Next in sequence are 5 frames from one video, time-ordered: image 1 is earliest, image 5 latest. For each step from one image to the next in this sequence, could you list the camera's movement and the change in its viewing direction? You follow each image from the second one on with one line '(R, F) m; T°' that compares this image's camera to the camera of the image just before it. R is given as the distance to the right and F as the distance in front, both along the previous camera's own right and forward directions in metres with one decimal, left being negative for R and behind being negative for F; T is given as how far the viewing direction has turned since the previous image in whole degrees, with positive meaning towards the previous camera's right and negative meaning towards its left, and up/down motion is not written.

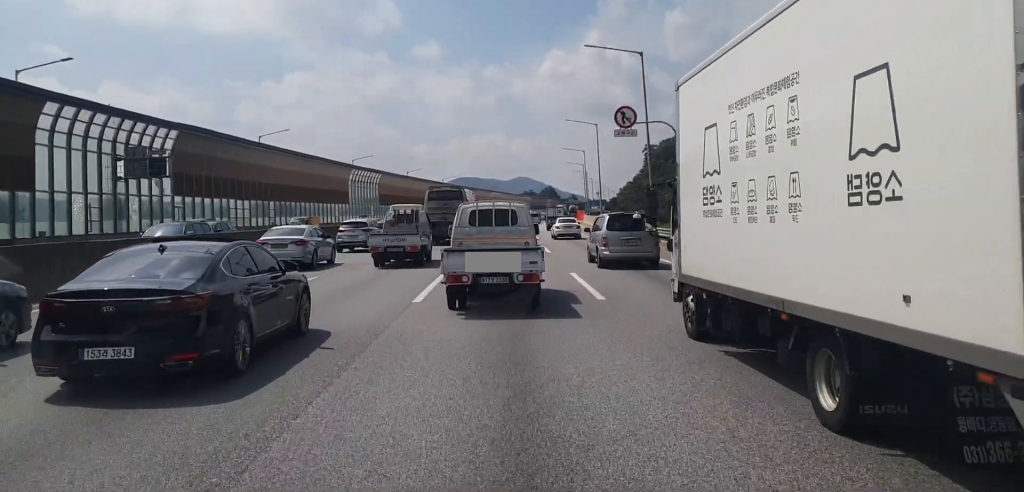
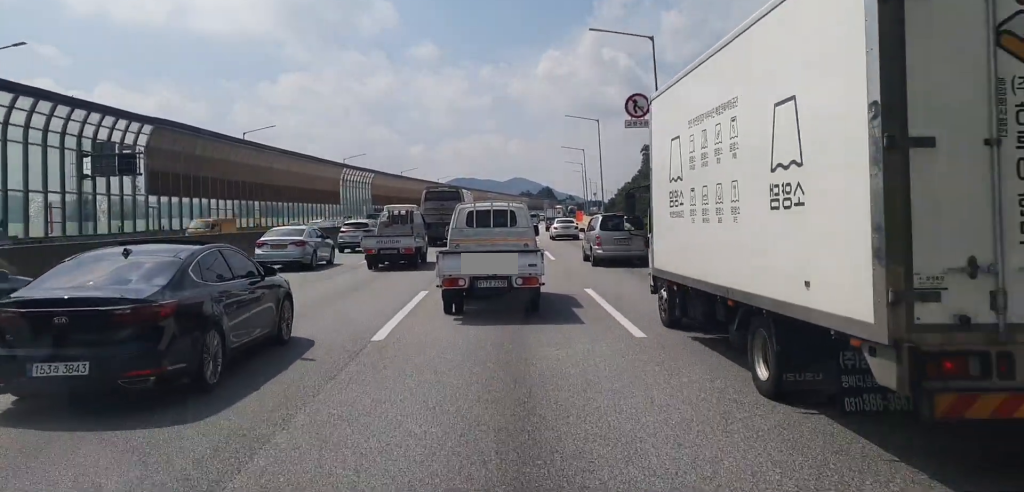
(0.0, +4.6) m; -1°
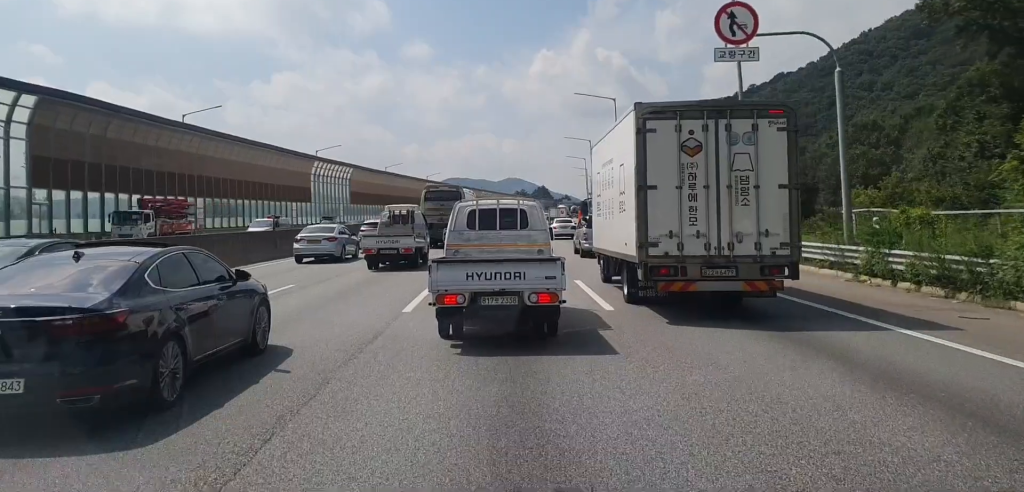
(-1.1, +15.6) m; +1°
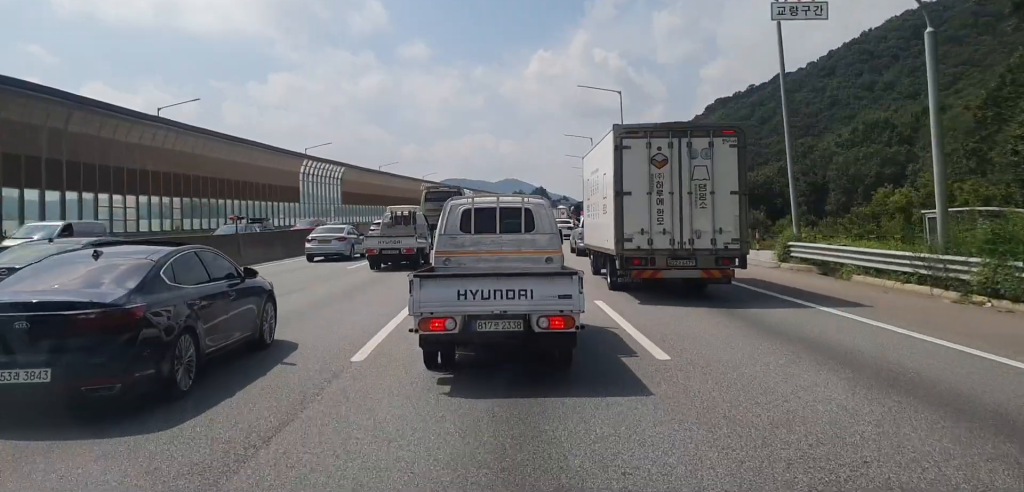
(+0.4, +4.6) m; +3°
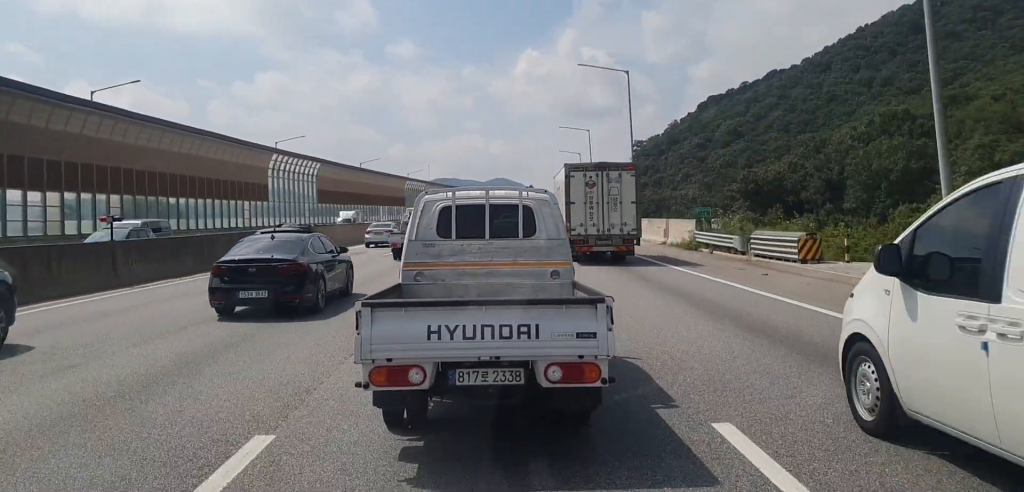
(-1.1, +9.6) m; -3°
